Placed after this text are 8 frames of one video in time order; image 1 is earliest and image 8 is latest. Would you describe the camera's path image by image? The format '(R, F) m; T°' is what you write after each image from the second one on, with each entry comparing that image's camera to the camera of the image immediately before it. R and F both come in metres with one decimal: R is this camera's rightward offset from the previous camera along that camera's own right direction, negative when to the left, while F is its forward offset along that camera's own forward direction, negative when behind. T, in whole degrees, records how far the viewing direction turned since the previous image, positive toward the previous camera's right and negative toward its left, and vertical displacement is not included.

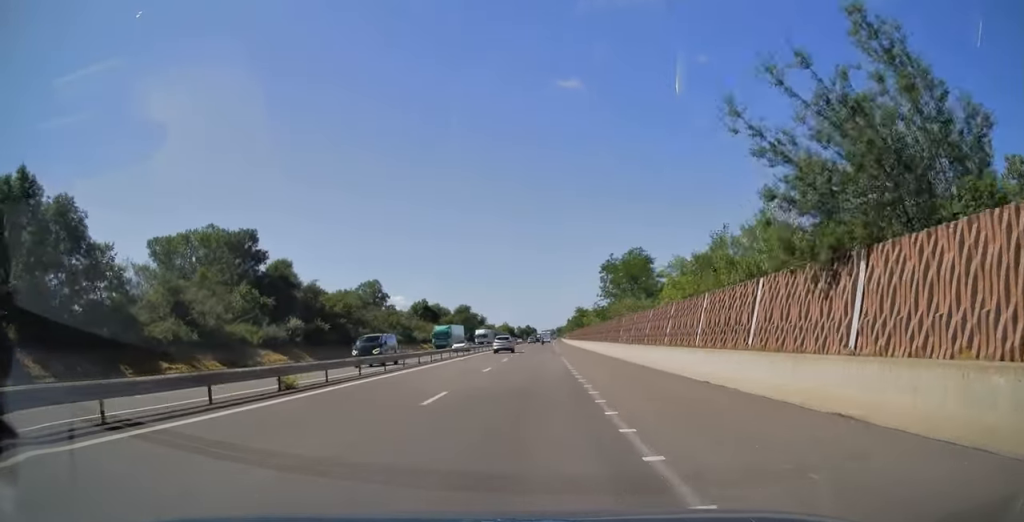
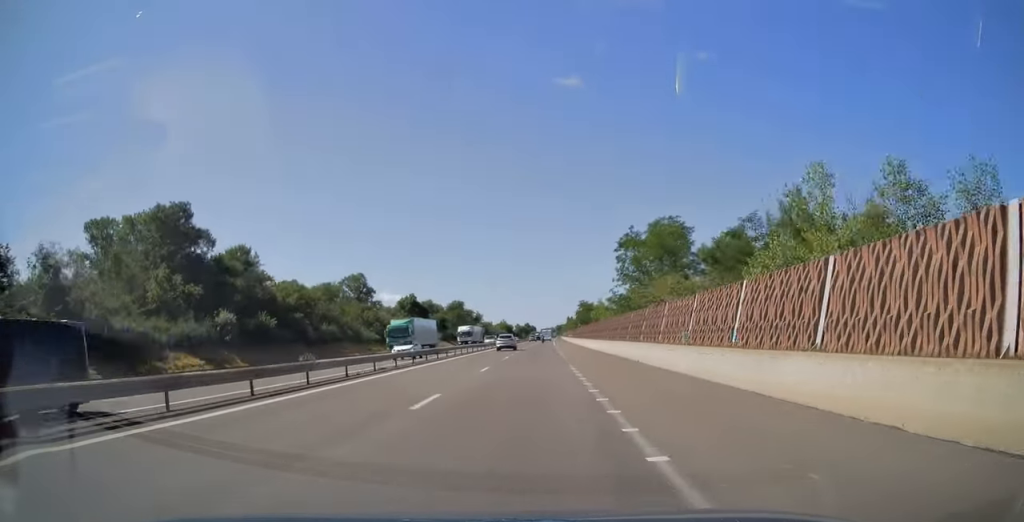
(0.0, +13.8) m; 0°
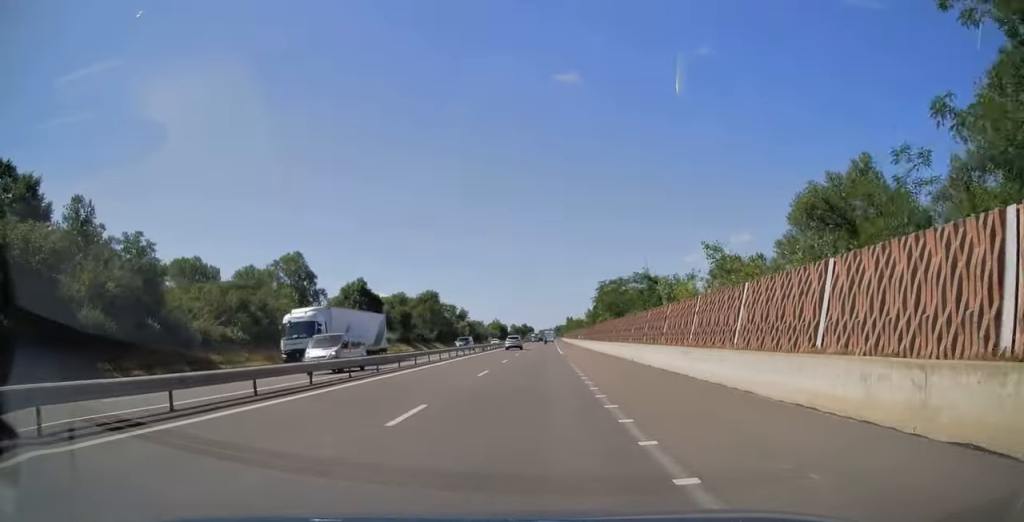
(0.0, +40.0) m; 0°
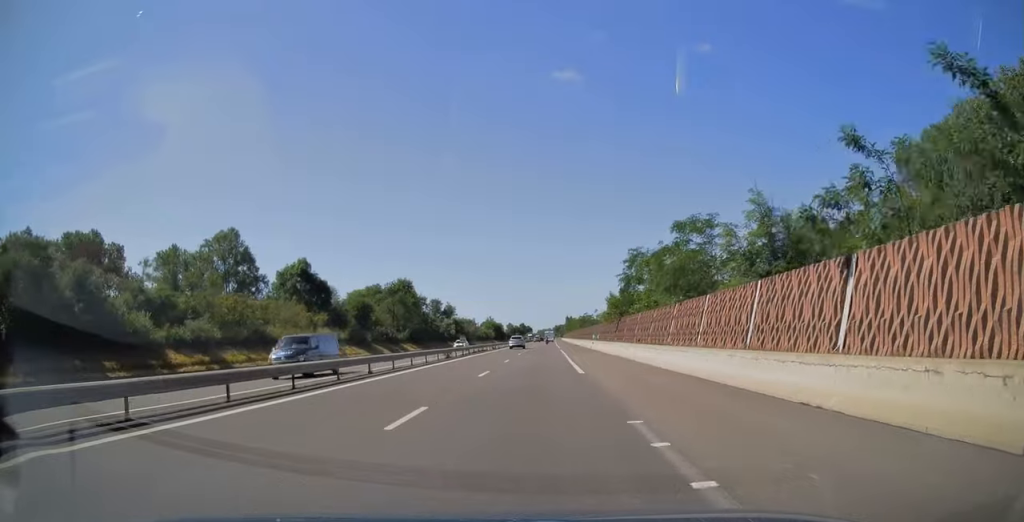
(0.0, +25.7) m; 0°
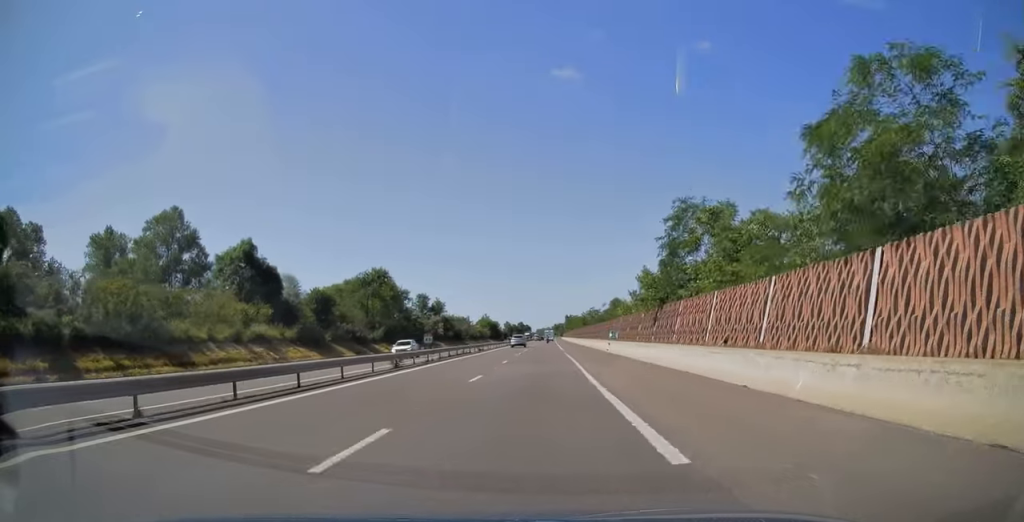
(-0.1, +15.8) m; 0°
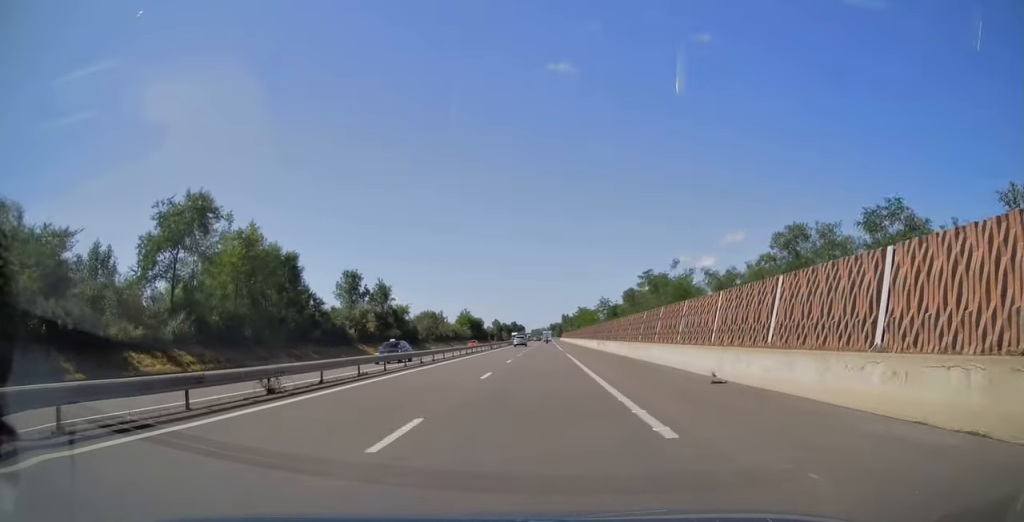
(+0.3, +50.2) m; +1°
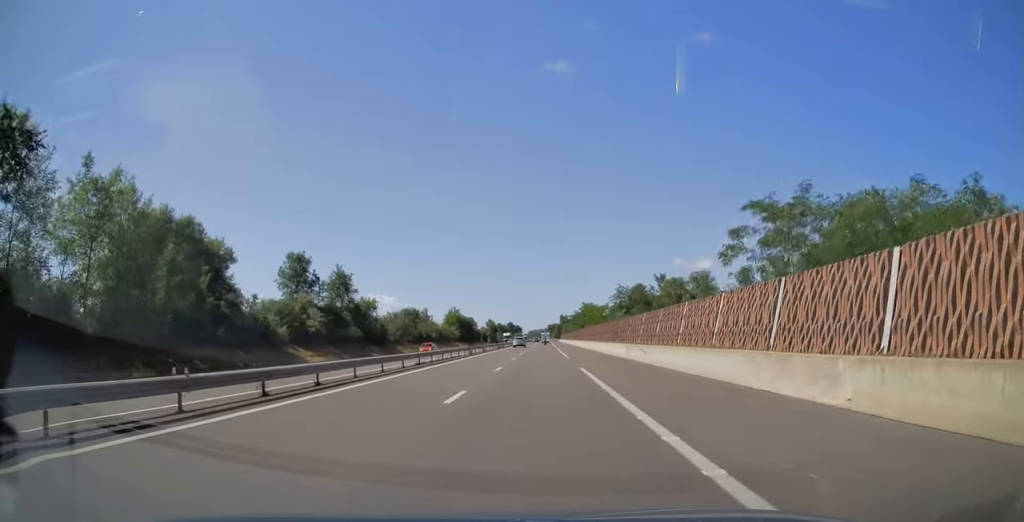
(0.0, +20.2) m; 0°
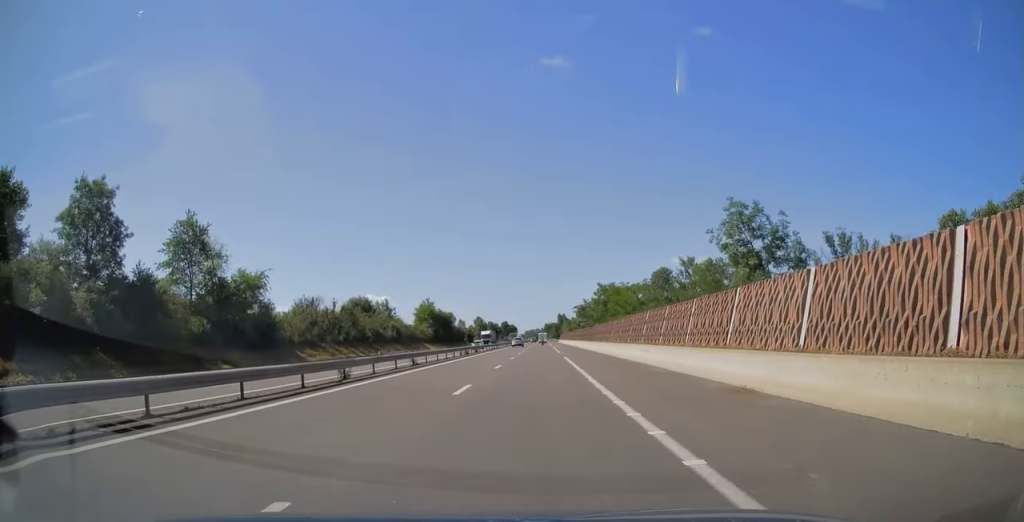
(+0.2, +37.0) m; 0°
